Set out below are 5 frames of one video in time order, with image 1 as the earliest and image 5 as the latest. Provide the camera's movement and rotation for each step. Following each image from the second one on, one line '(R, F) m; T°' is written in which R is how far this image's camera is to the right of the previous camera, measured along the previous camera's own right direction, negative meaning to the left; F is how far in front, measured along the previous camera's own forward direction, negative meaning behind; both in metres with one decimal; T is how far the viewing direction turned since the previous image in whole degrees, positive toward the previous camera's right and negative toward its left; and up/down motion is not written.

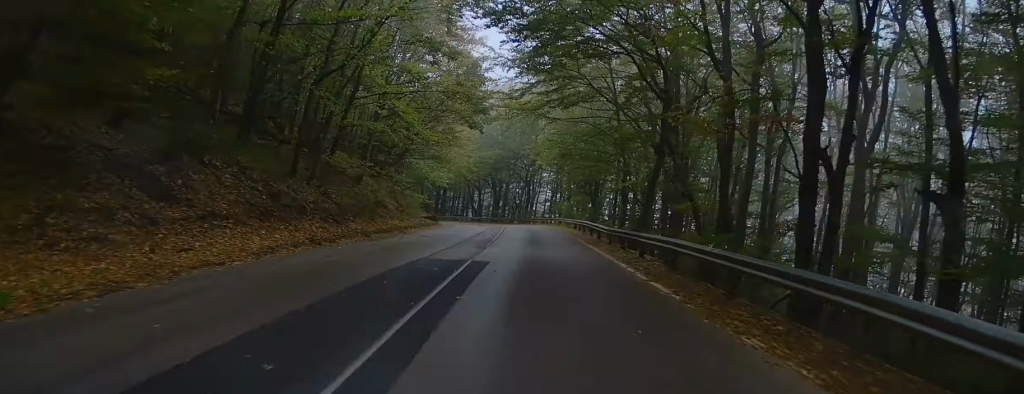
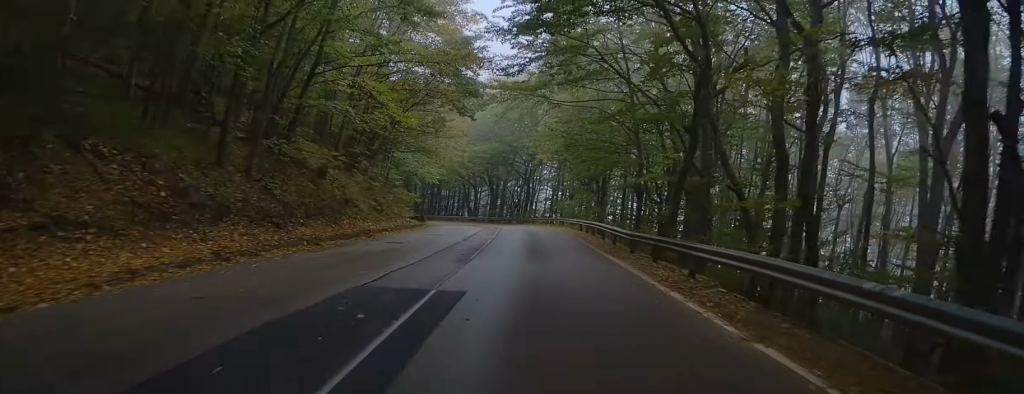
(0.0, +5.3) m; +1°
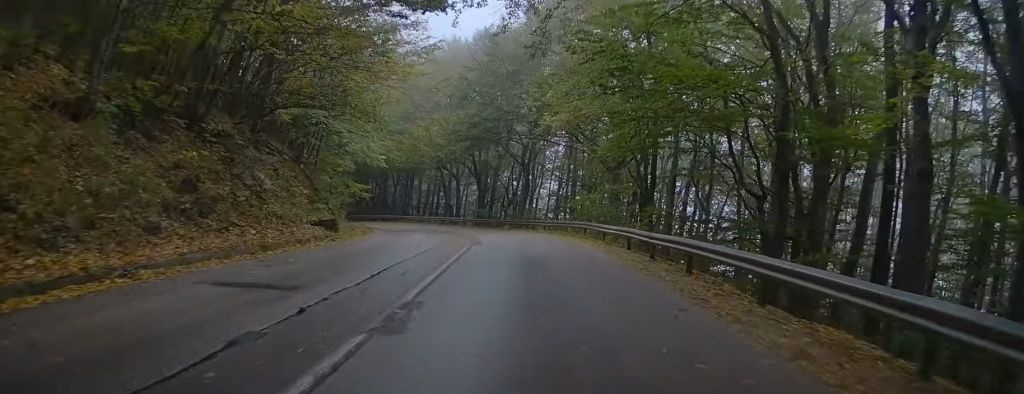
(-0.1, +18.6) m; -2°
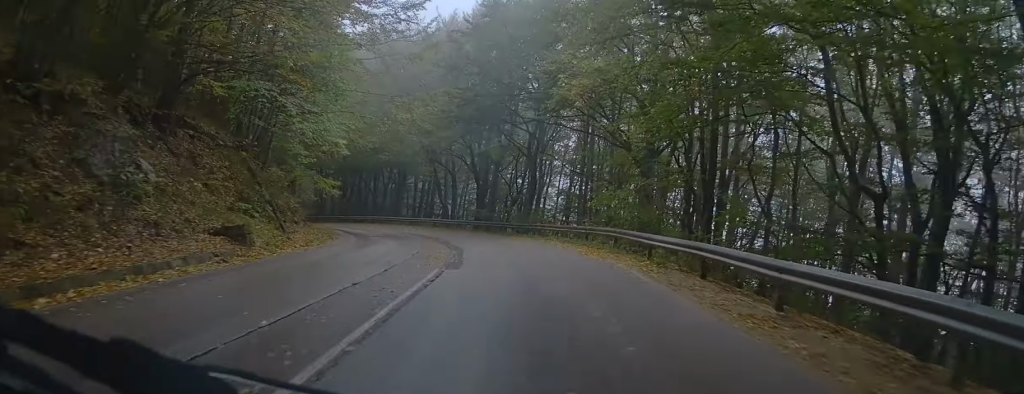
(-0.1, +7.9) m; -1°
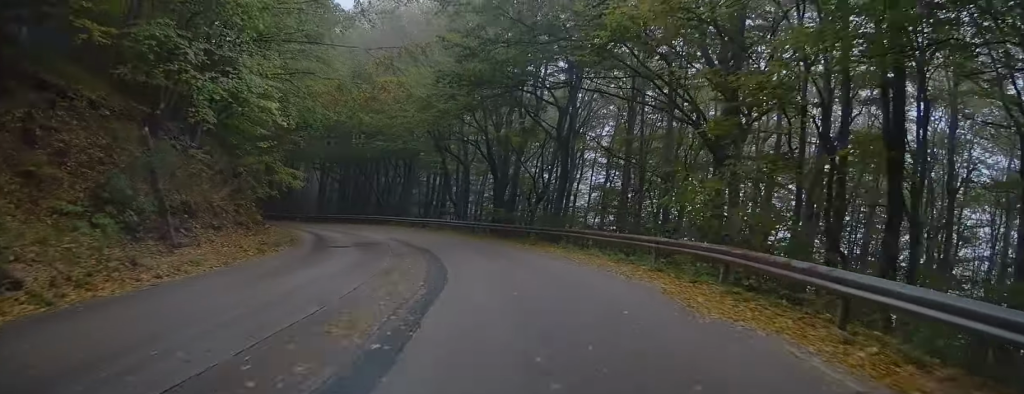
(+0.1, +8.9) m; -2°
